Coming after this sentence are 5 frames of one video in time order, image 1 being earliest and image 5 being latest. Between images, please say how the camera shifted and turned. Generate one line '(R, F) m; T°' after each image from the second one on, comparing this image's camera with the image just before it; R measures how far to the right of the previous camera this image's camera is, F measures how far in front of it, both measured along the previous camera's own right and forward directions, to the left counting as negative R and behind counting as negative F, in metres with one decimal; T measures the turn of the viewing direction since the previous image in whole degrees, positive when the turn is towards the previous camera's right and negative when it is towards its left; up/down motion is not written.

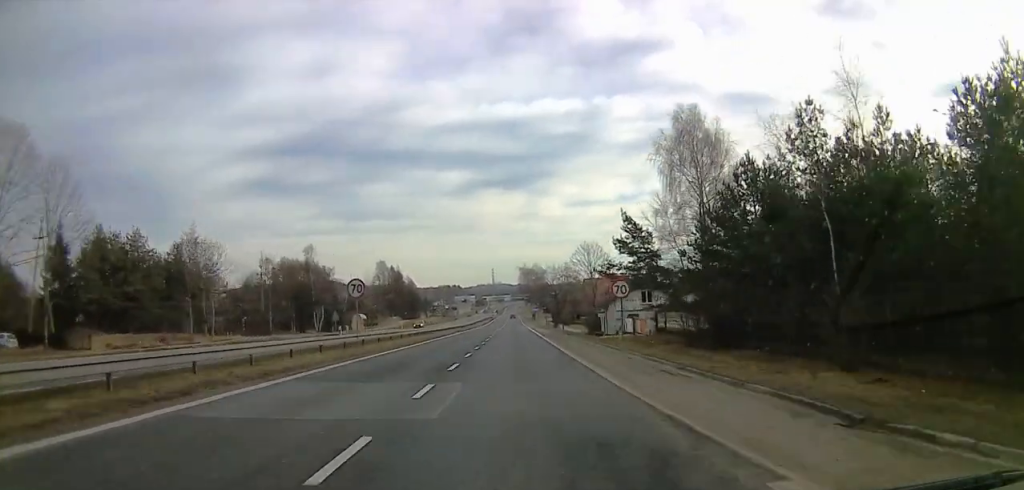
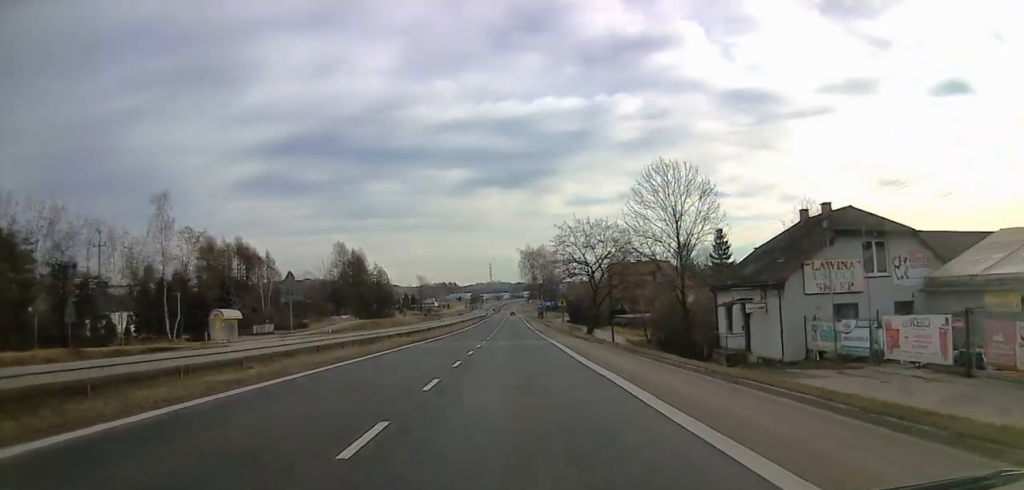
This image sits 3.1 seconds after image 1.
(+3.1, +51.3) m; +4°
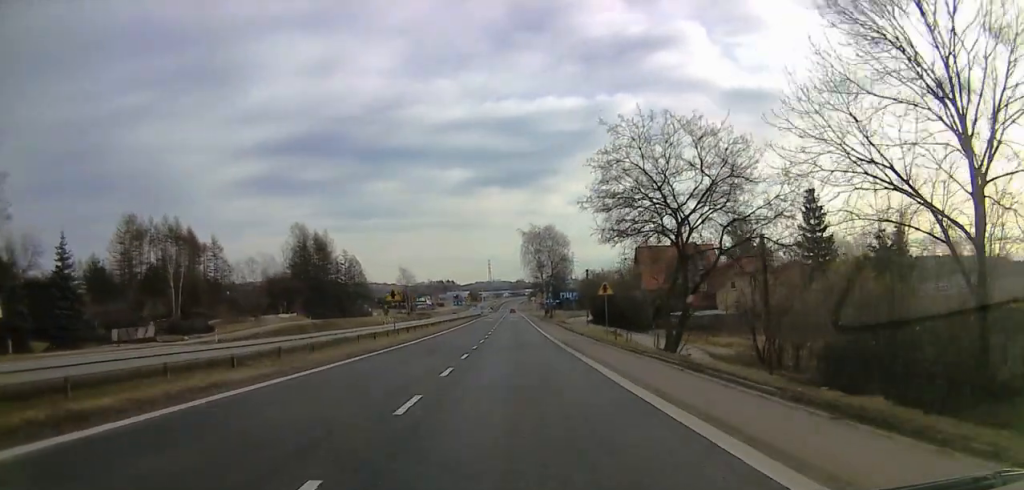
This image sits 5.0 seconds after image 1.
(0.0, +32.3) m; 0°
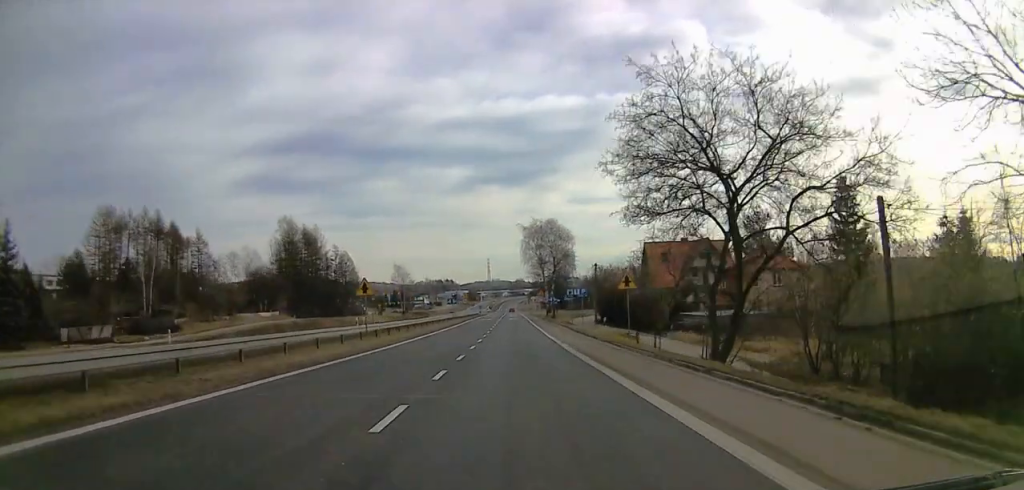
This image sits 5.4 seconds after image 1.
(0.0, +7.2) m; 0°
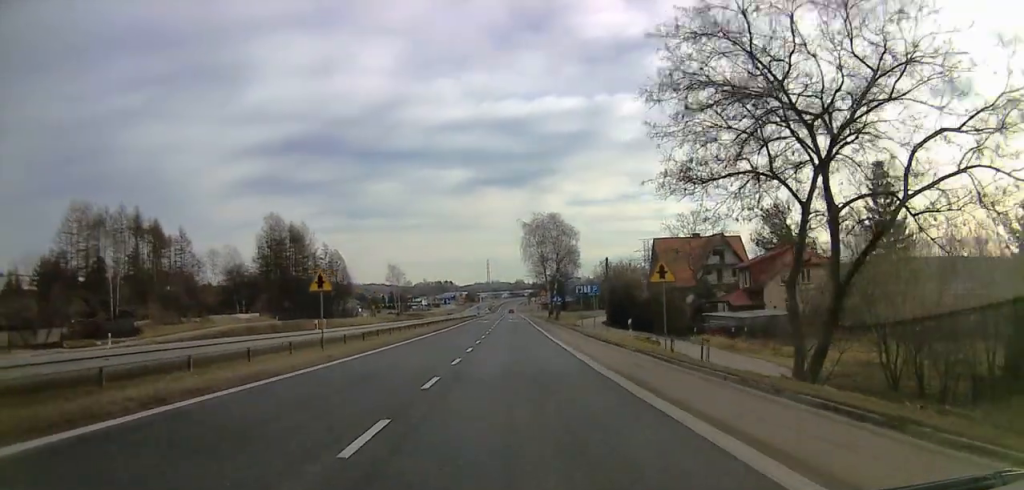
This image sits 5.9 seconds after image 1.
(0.0, +7.2) m; 0°
